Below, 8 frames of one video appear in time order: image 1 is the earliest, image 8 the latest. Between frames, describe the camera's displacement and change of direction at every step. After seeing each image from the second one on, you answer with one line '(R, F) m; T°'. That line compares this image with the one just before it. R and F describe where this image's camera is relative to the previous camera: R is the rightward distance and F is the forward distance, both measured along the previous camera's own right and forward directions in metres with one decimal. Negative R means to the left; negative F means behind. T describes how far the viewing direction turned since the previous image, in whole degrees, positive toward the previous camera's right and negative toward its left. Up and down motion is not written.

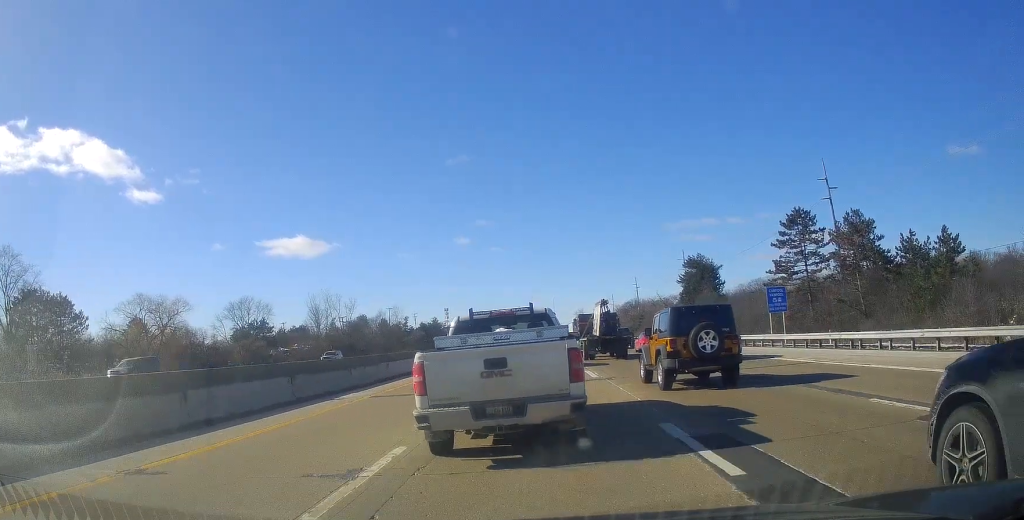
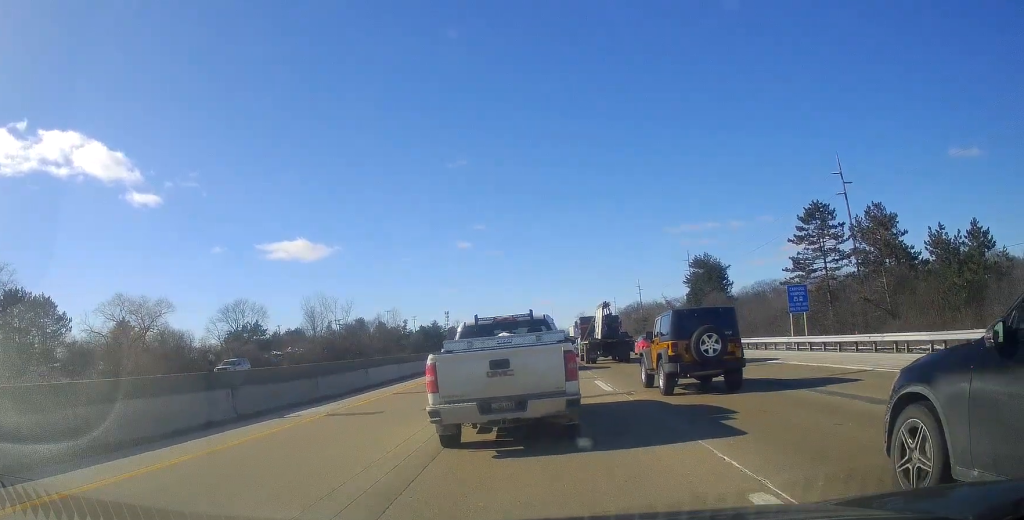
(0.0, +4.7) m; 0°
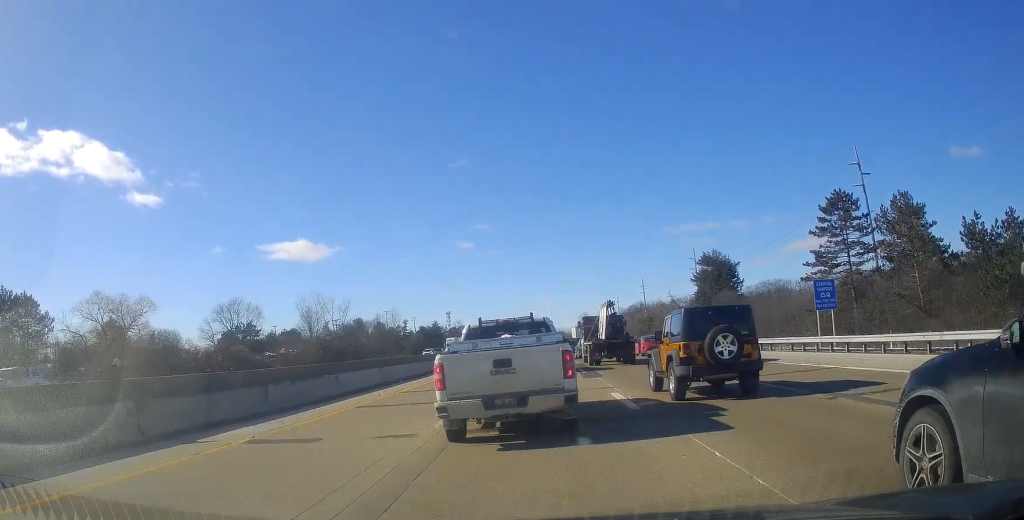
(0.0, +4.7) m; 0°
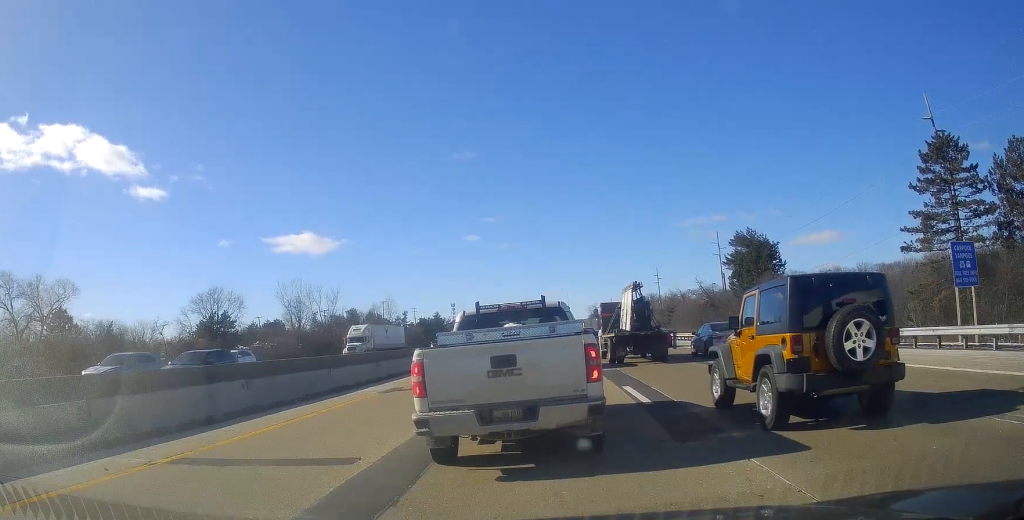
(0.0, +14.5) m; -3°
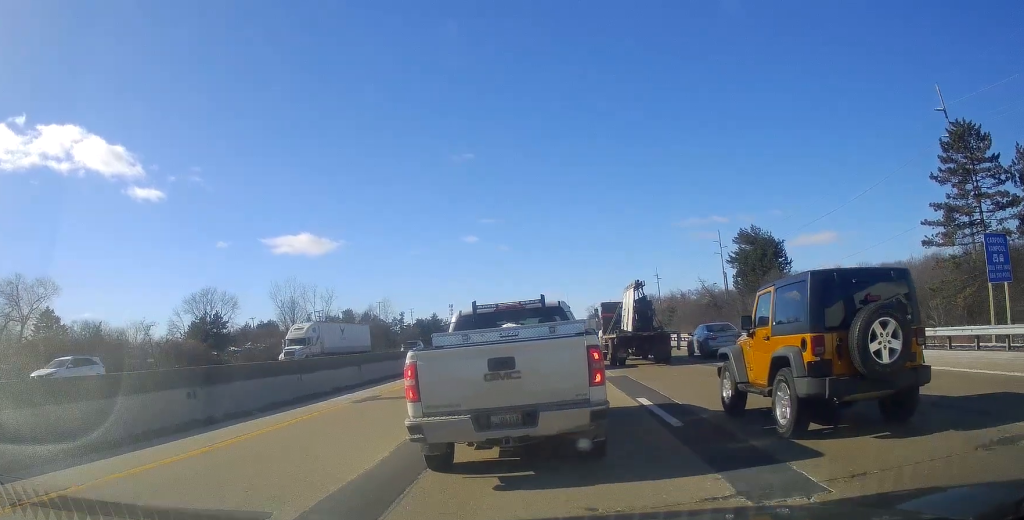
(+0.1, +2.8) m; -3°
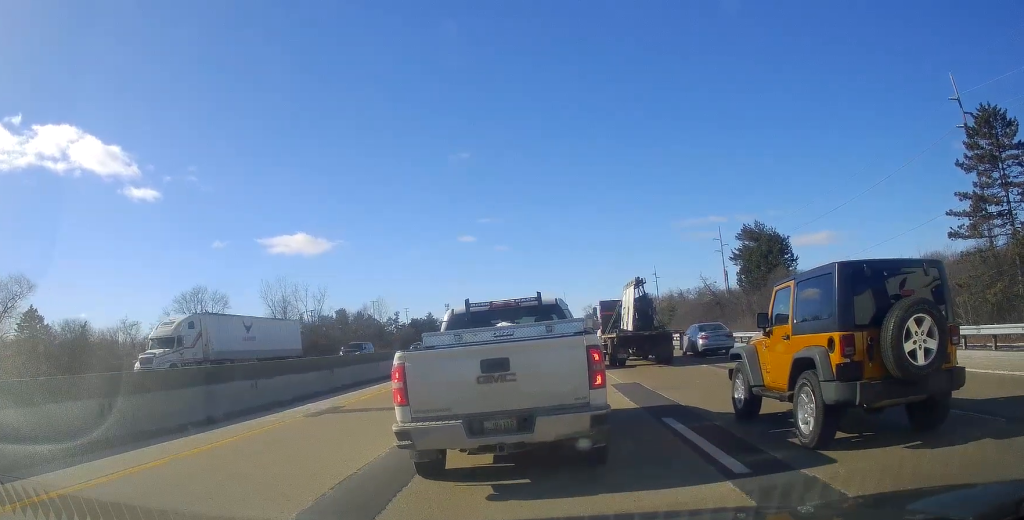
(-0.3, +2.9) m; -1°
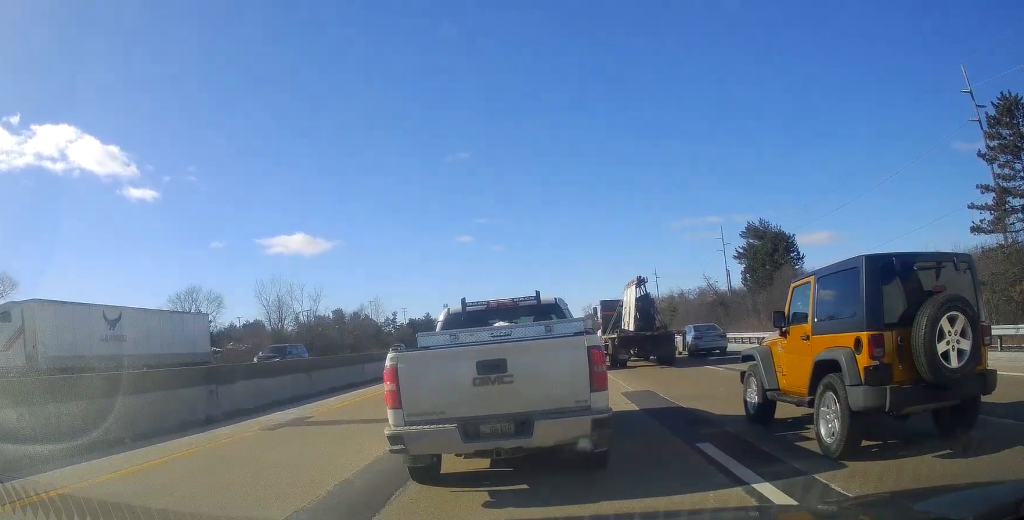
(-0.2, +2.1) m; 0°
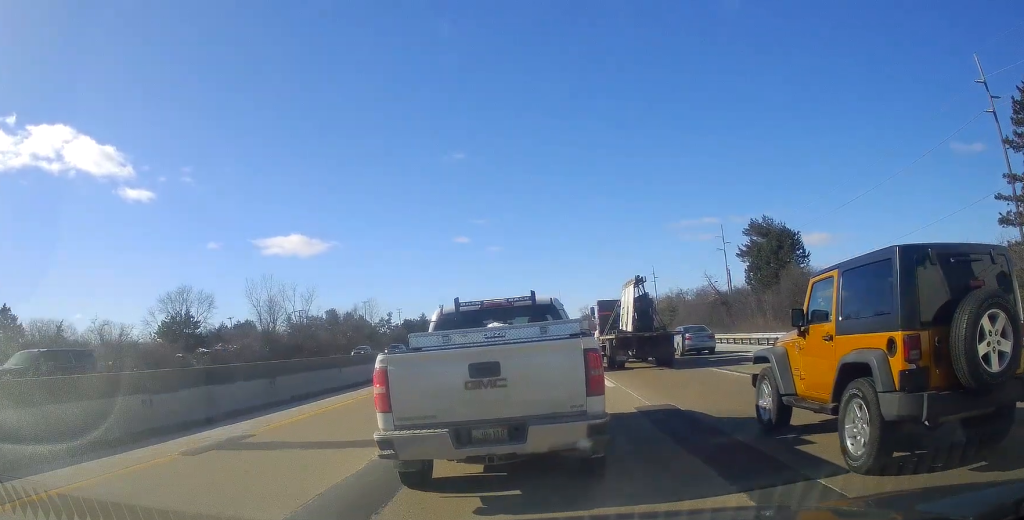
(+0.2, +2.5) m; +3°
